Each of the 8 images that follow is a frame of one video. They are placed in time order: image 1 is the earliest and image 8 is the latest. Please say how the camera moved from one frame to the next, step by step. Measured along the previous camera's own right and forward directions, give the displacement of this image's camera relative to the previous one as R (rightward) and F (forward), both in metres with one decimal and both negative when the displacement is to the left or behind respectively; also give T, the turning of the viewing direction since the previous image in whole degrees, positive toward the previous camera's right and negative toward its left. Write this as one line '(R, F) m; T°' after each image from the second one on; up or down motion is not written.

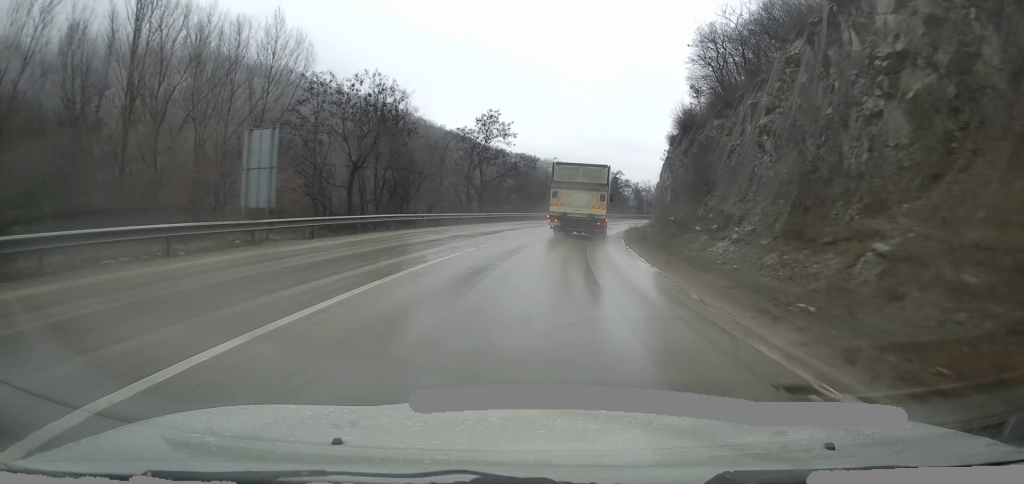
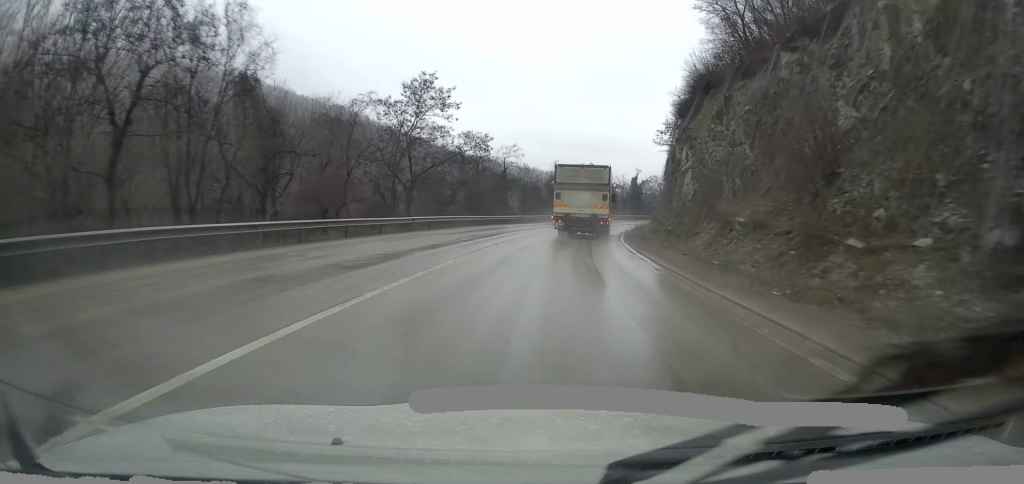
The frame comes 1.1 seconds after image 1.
(+0.4, +16.8) m; +3°
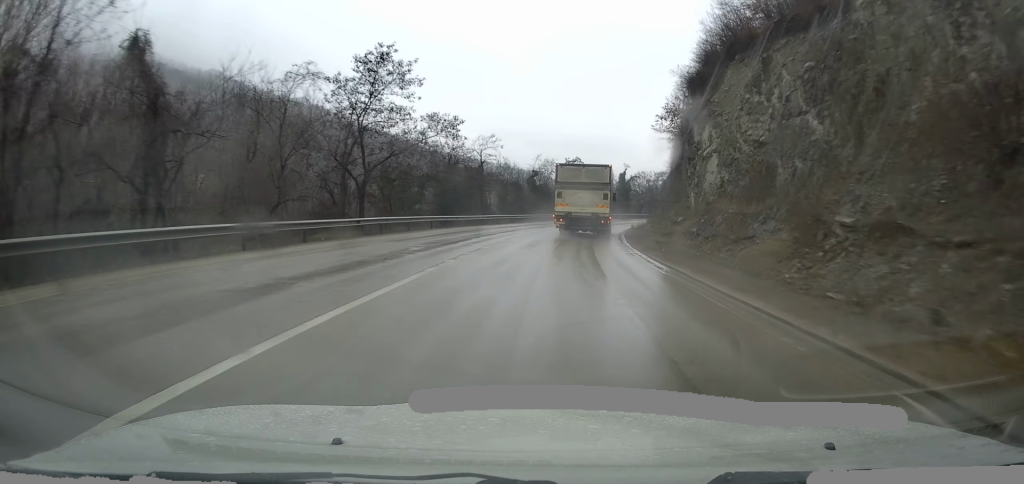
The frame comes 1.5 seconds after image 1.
(-0.1, +7.4) m; +2°
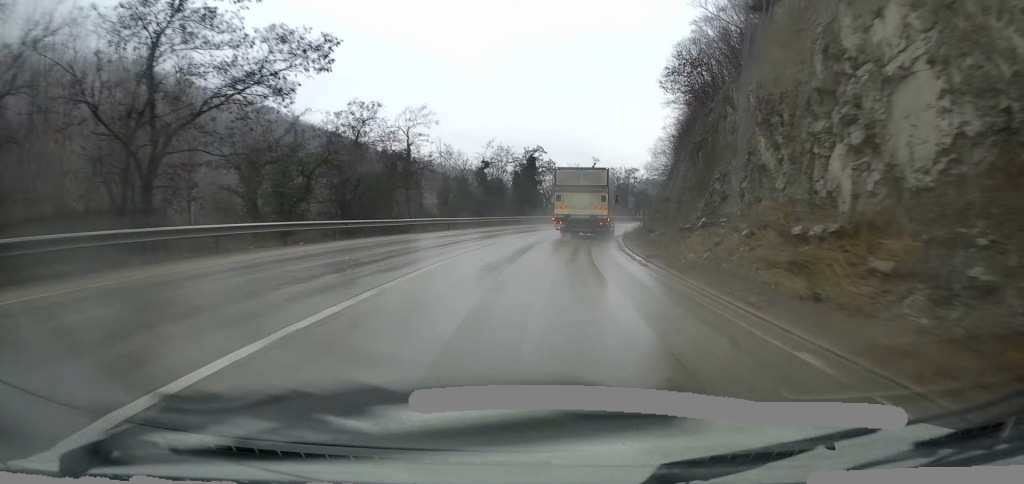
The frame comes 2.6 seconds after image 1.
(+0.7, +16.3) m; +4°
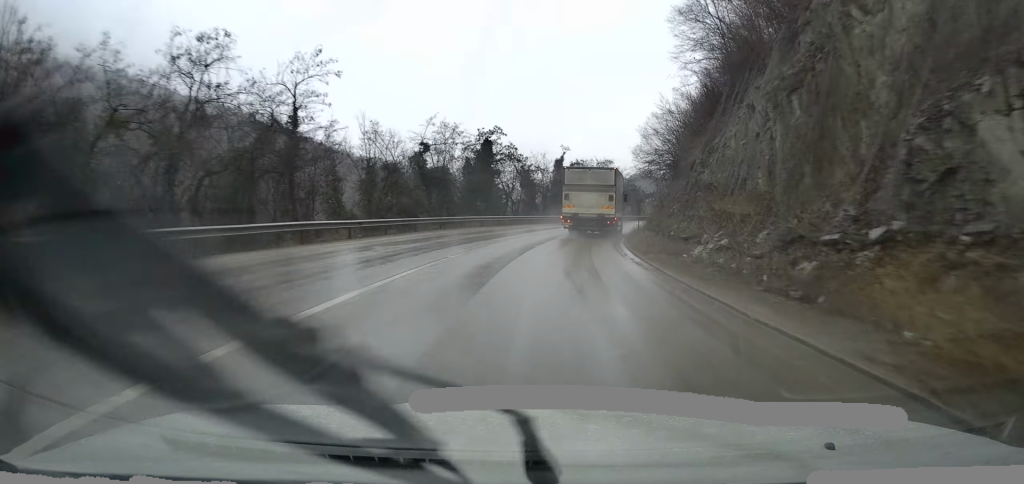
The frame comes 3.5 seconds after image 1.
(+0.2, +14.3) m; +3°
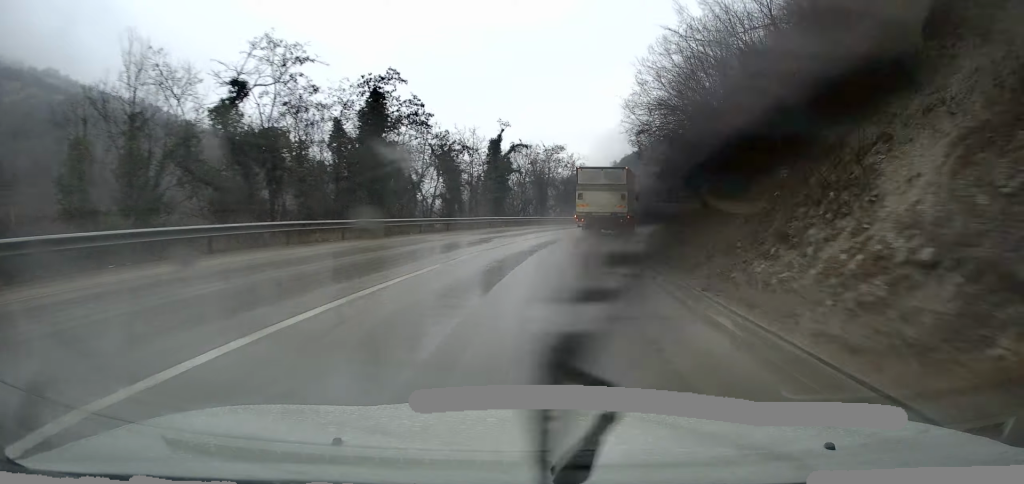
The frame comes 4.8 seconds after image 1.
(+1.3, +20.9) m; +6°
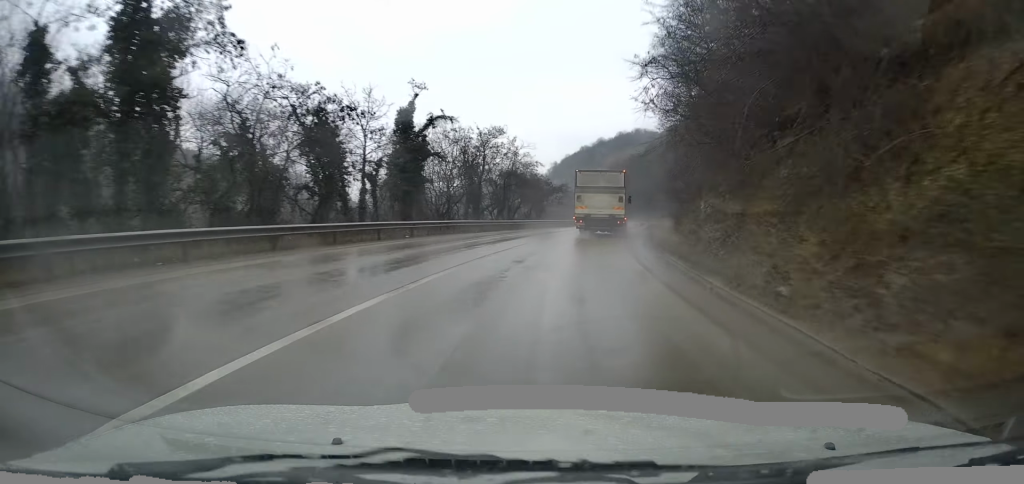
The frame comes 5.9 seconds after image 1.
(+0.6, +16.6) m; +4°
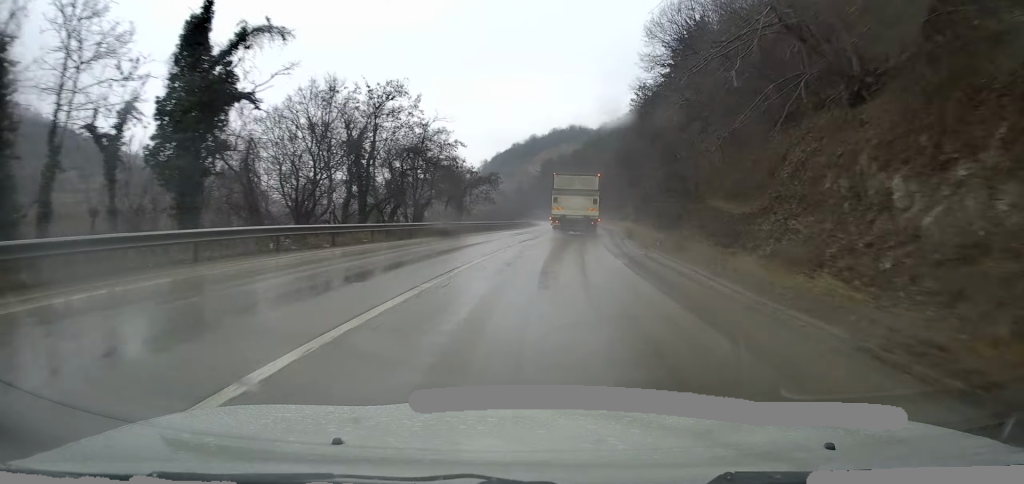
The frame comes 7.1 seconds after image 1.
(+1.0, +18.4) m; +7°
